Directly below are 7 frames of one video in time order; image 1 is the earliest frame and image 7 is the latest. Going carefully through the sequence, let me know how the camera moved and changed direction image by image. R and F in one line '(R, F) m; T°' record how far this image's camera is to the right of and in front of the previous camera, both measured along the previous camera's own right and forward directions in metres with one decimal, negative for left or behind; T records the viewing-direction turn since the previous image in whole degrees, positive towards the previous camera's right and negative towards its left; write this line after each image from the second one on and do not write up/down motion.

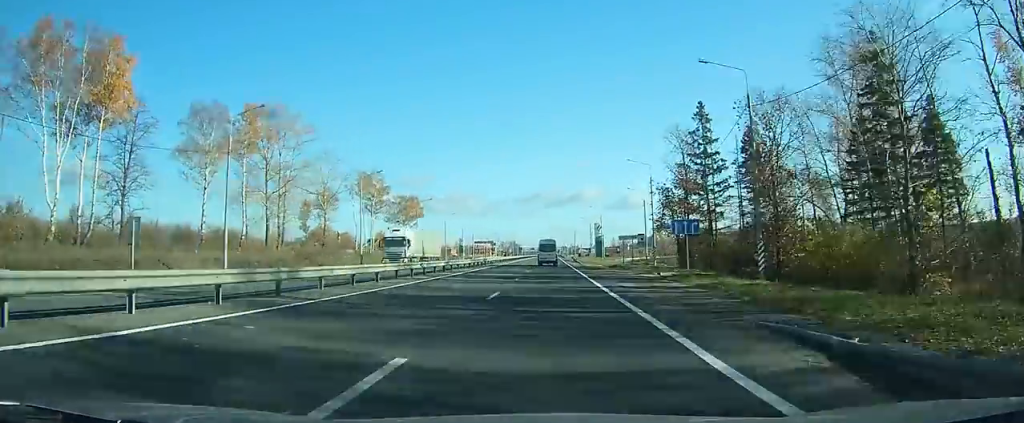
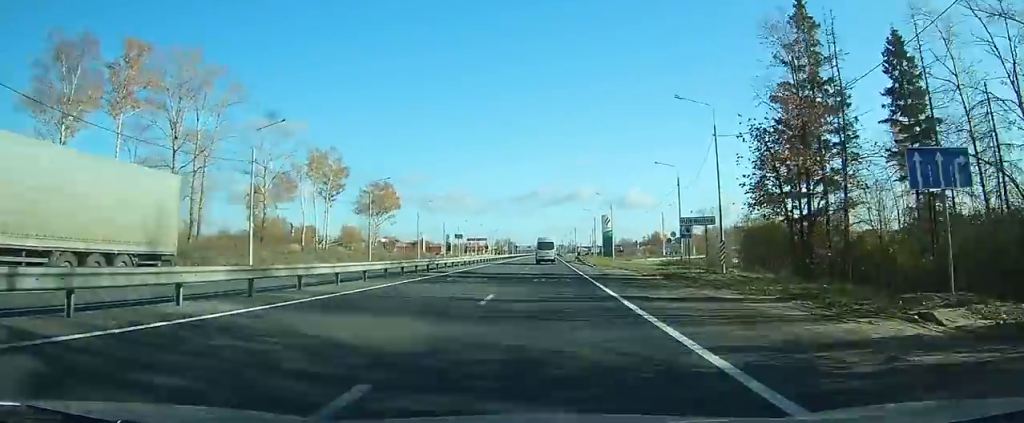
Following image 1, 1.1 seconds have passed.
(+0.1, +22.4) m; 0°
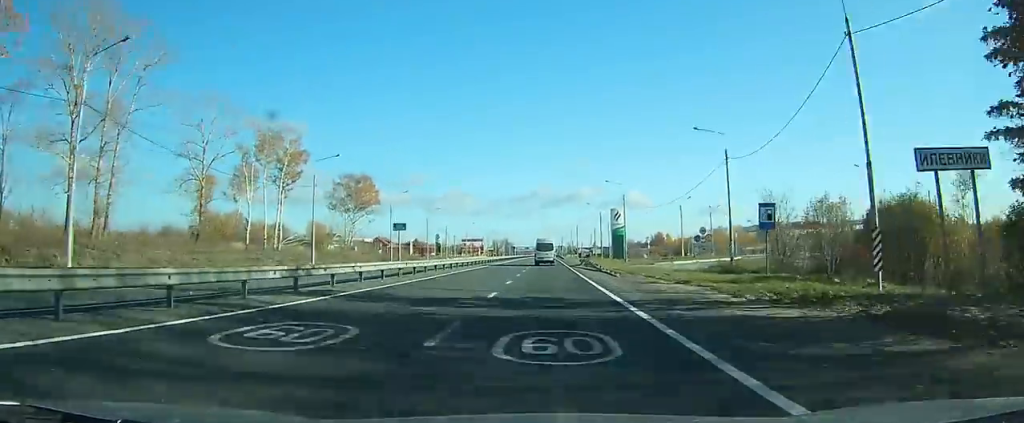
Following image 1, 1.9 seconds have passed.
(0.0, +17.0) m; 0°
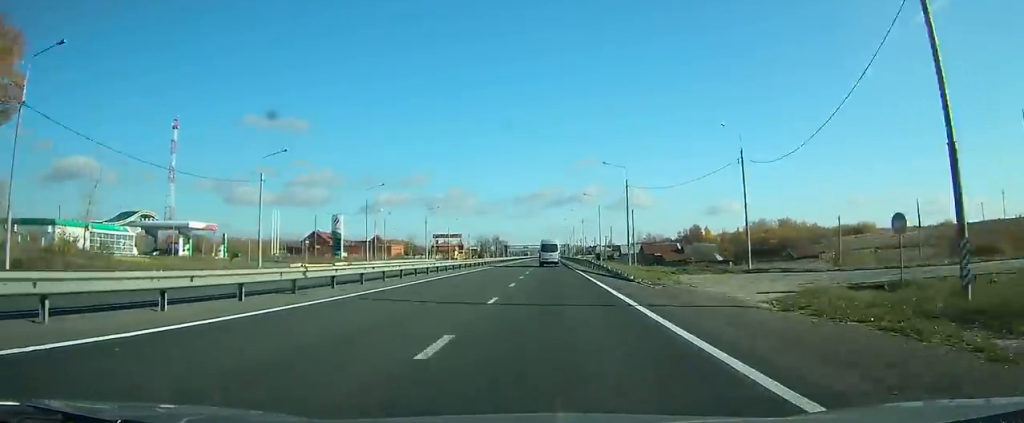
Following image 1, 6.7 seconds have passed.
(+0.7, +106.4) m; 0°
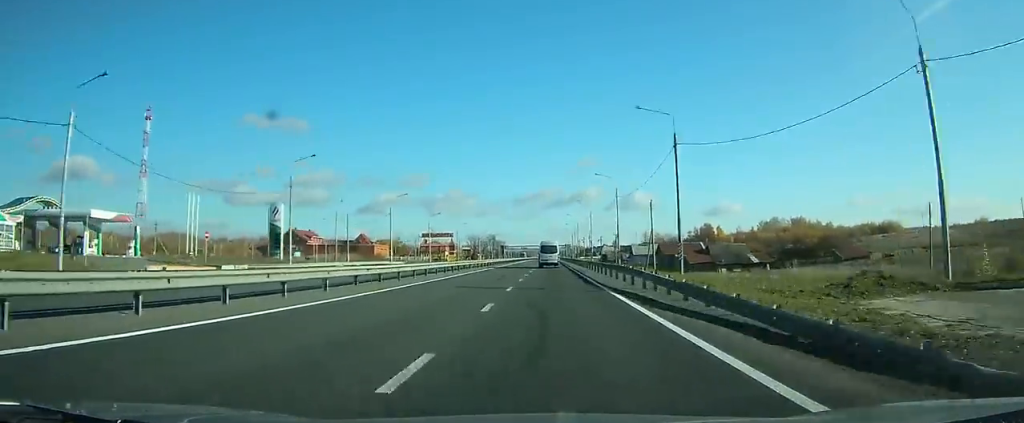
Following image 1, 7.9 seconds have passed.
(0.0, +24.9) m; 0°
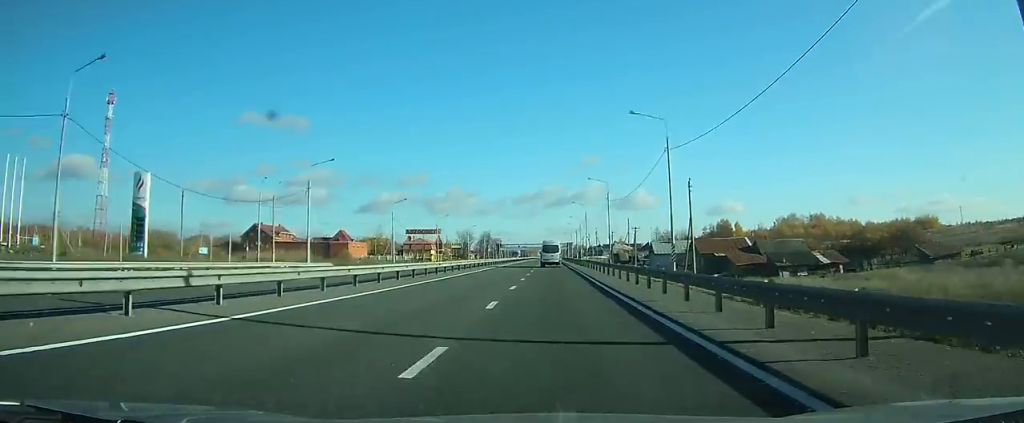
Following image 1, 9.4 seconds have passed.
(-0.1, +29.1) m; 0°
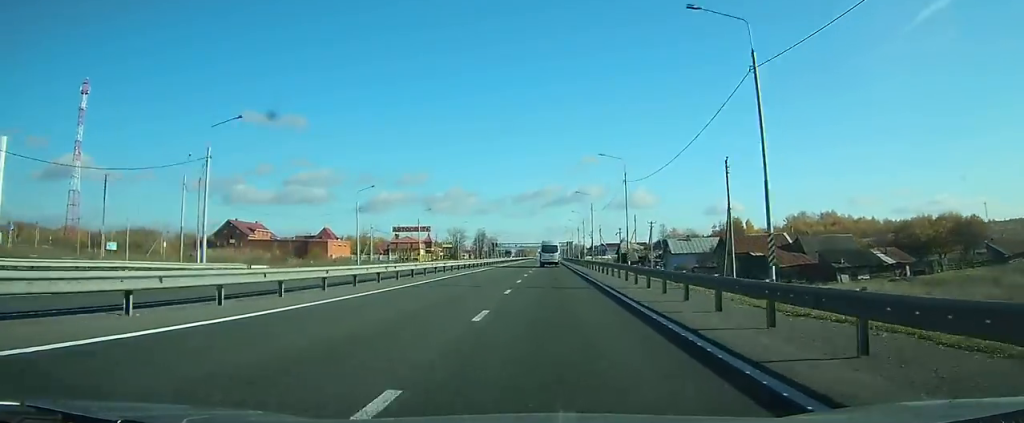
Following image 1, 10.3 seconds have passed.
(0.0, +17.6) m; 0°
